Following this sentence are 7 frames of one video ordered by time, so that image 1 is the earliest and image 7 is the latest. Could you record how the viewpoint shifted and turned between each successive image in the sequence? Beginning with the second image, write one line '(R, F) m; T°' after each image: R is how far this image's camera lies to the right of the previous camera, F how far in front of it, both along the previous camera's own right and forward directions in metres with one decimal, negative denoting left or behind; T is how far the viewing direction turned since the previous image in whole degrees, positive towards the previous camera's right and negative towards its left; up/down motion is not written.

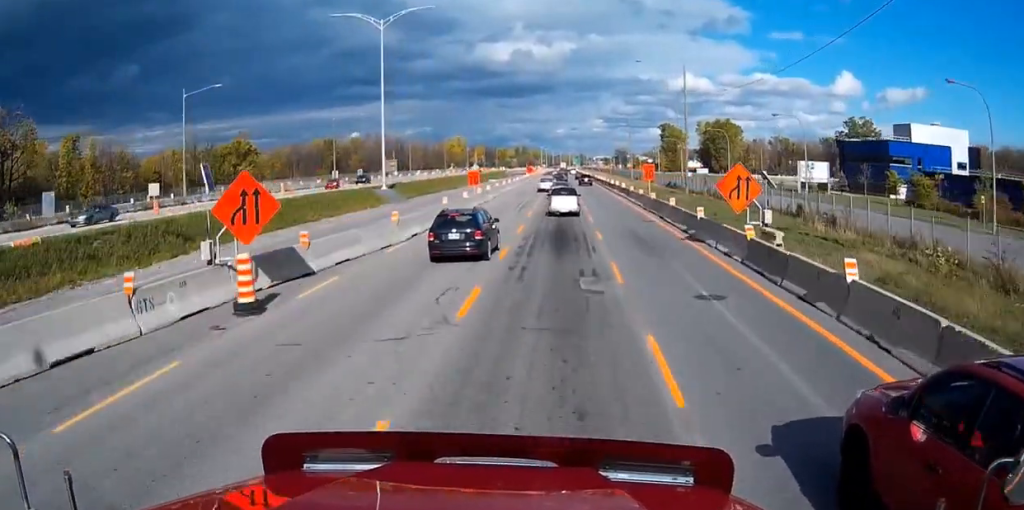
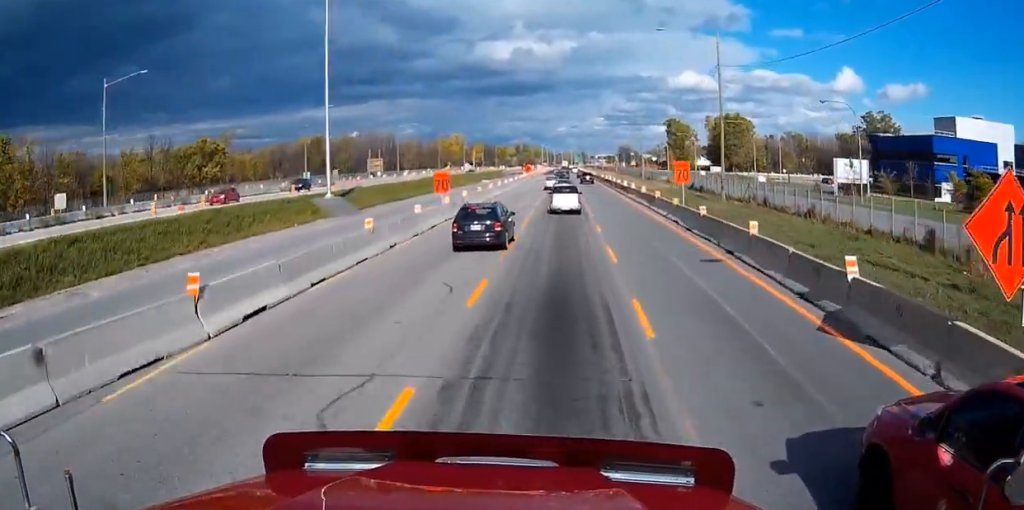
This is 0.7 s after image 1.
(-0.1, +16.4) m; 0°
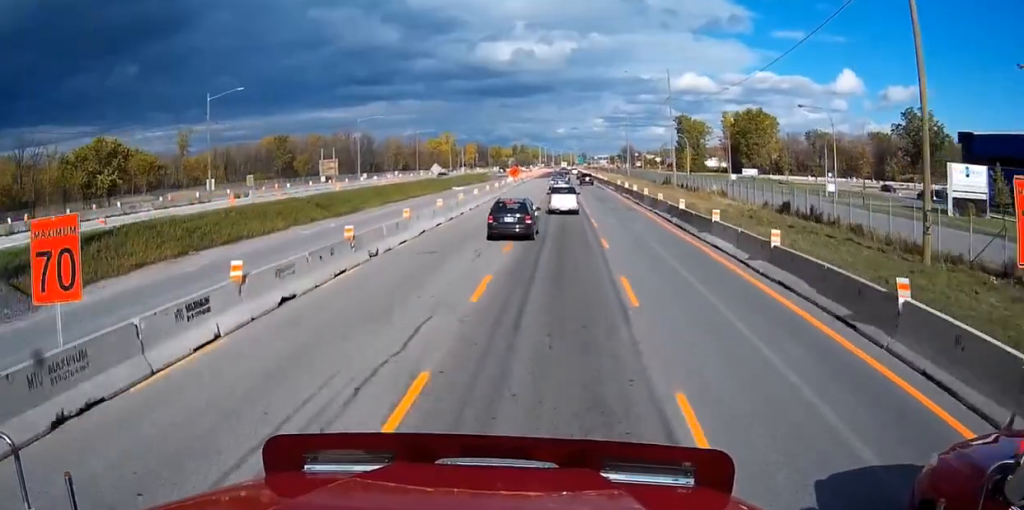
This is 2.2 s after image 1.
(+0.2, +34.2) m; +1°
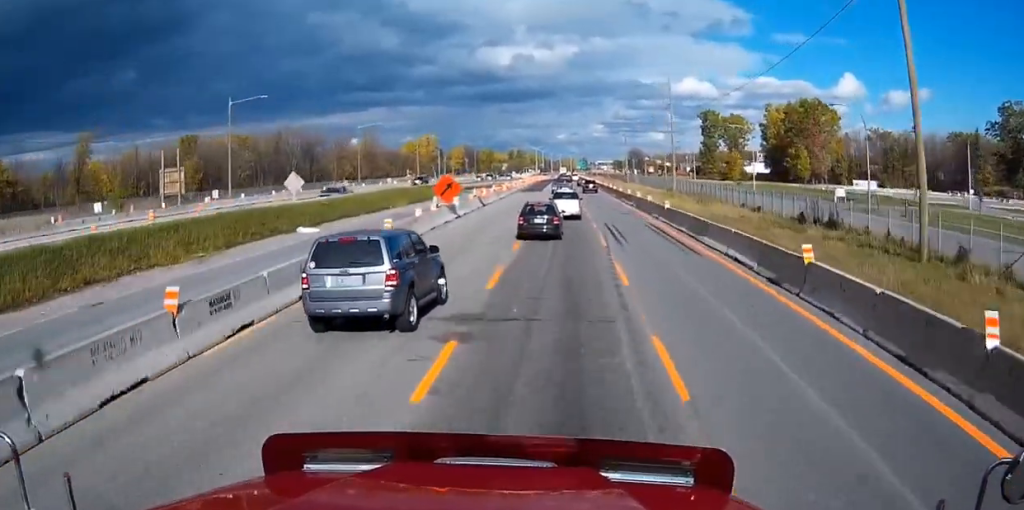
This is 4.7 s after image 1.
(+0.9, +59.0) m; +1°
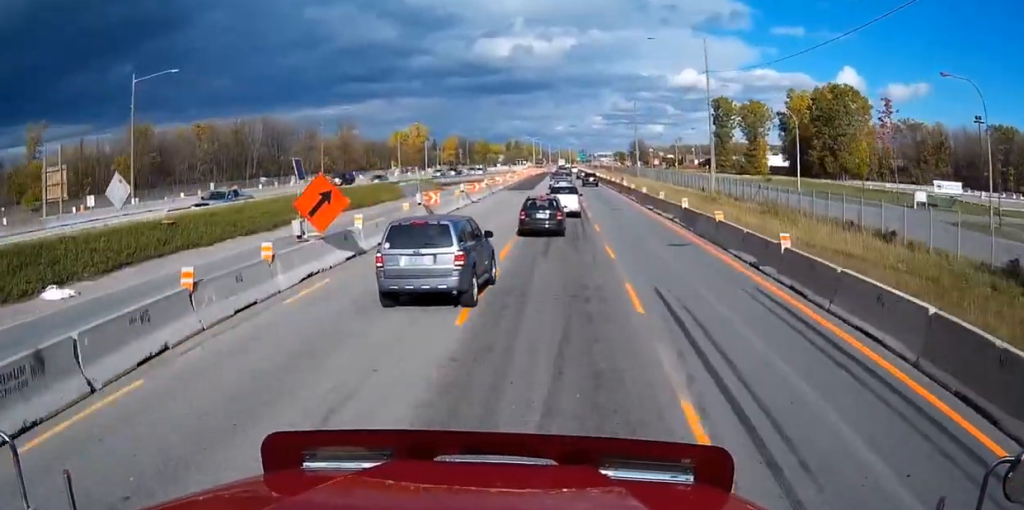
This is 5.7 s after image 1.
(-0.2, +21.5) m; -1°
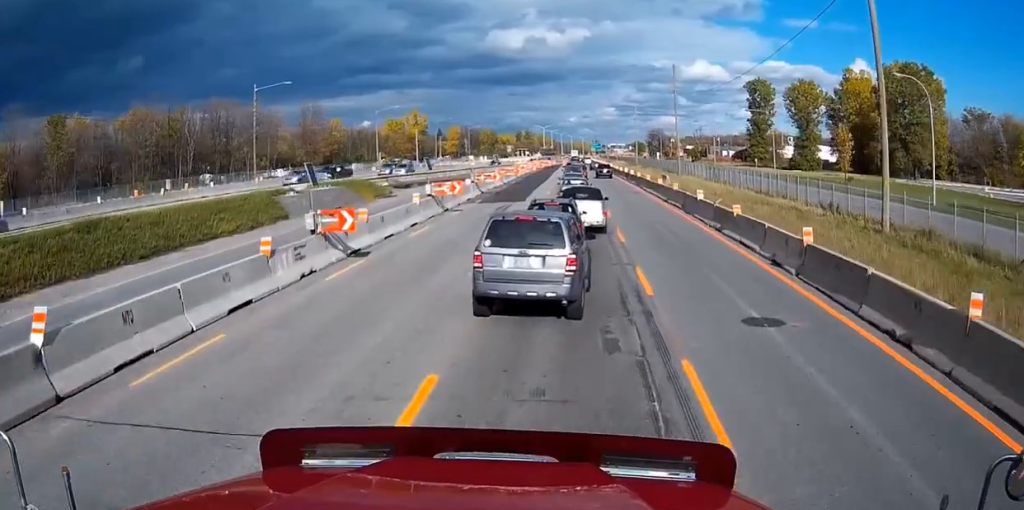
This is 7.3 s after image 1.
(+0.1, +30.2) m; +2°
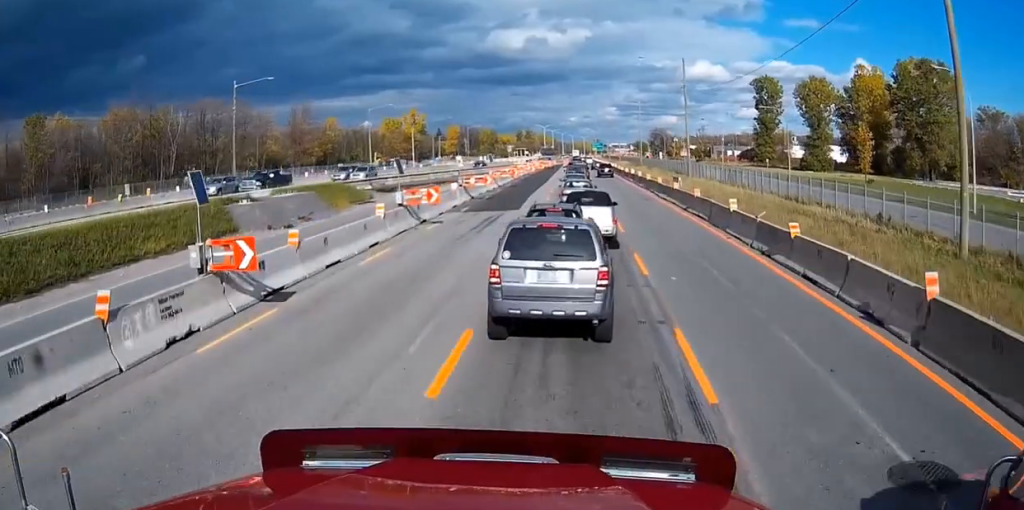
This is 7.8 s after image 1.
(0.0, +6.0) m; +2°
